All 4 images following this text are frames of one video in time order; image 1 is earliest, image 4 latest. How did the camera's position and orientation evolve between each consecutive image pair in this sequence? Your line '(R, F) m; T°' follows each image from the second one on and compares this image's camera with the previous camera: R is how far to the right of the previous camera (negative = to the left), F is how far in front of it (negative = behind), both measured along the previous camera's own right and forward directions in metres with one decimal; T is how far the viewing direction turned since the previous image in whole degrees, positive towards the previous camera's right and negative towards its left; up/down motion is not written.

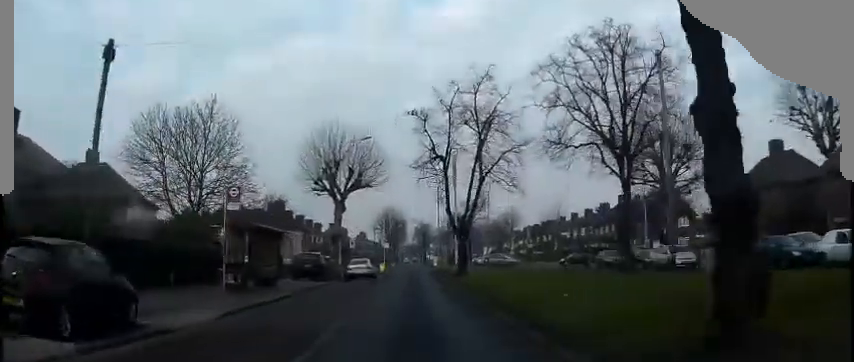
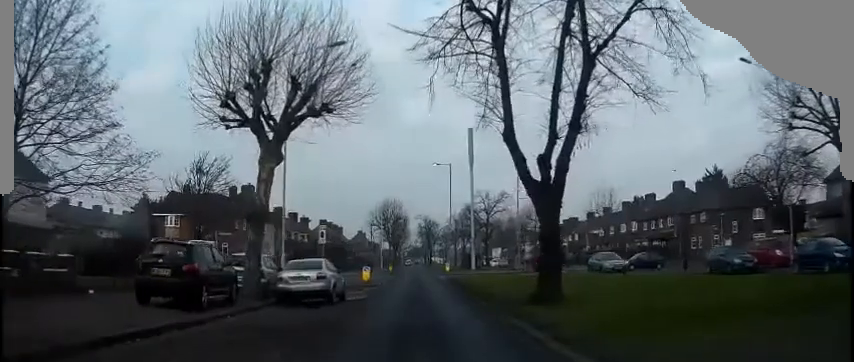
(0.0, +19.9) m; 0°
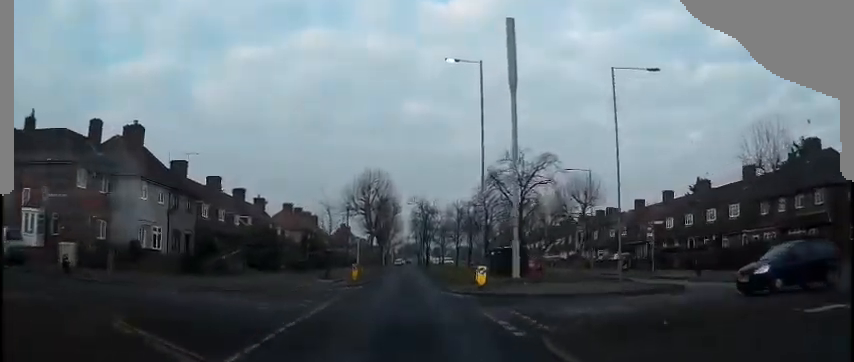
(+0.1, +30.3) m; +1°
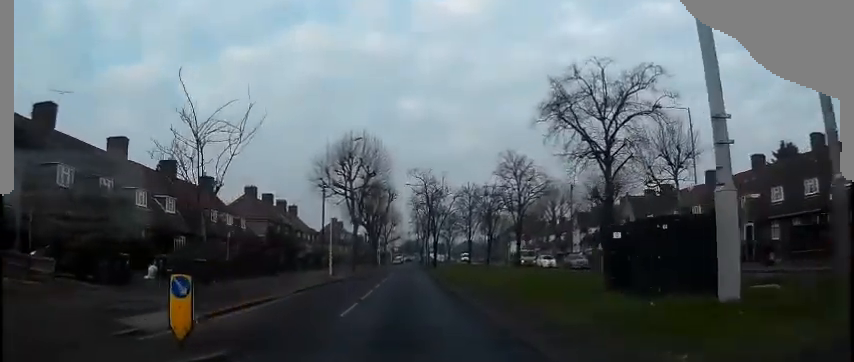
(0.0, +24.6) m; 0°
